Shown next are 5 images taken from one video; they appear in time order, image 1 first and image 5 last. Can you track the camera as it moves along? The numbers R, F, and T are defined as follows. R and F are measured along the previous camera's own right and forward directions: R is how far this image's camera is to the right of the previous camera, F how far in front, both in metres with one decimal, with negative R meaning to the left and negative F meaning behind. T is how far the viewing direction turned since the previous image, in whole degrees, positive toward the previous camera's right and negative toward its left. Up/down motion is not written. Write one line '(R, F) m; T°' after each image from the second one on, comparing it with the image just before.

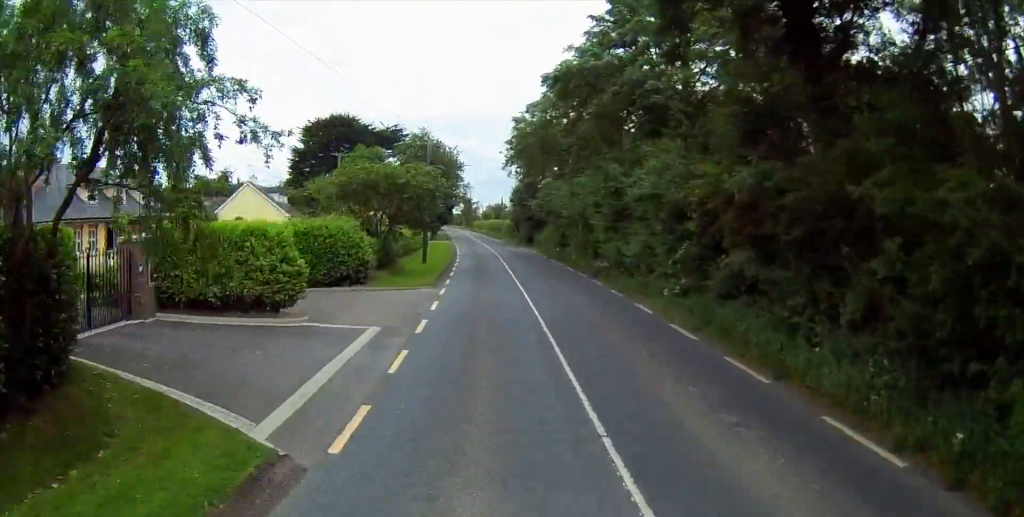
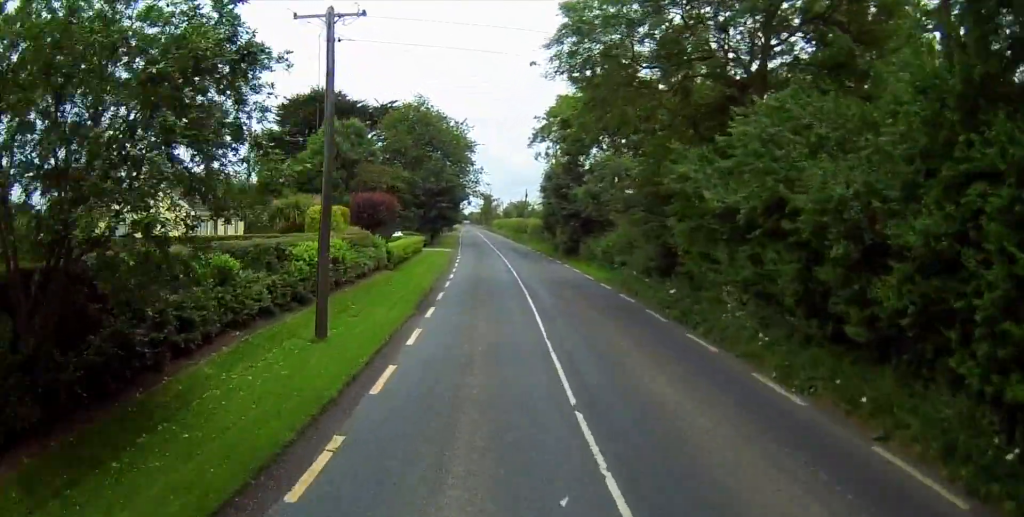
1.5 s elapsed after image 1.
(-0.4, +24.5) m; -2°
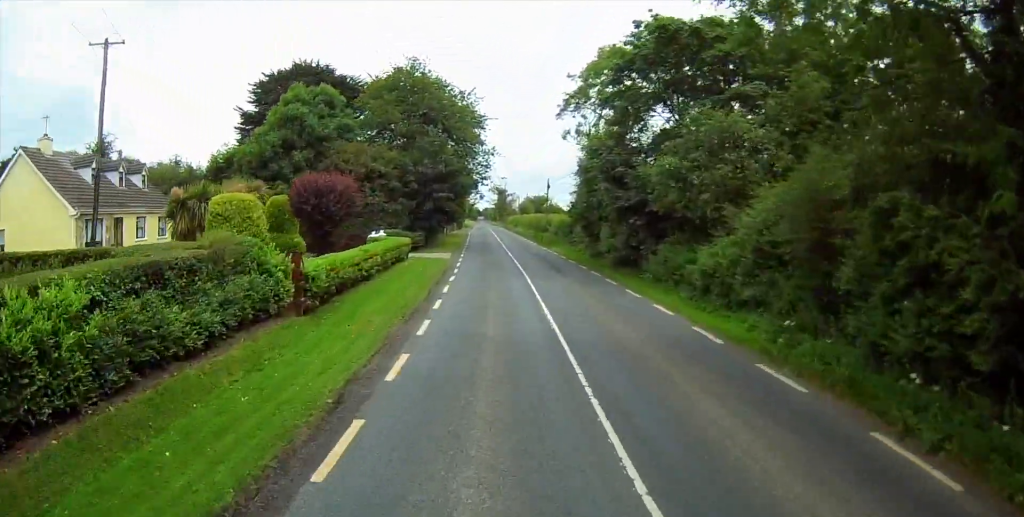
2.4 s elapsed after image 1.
(-0.1, +15.2) m; -1°
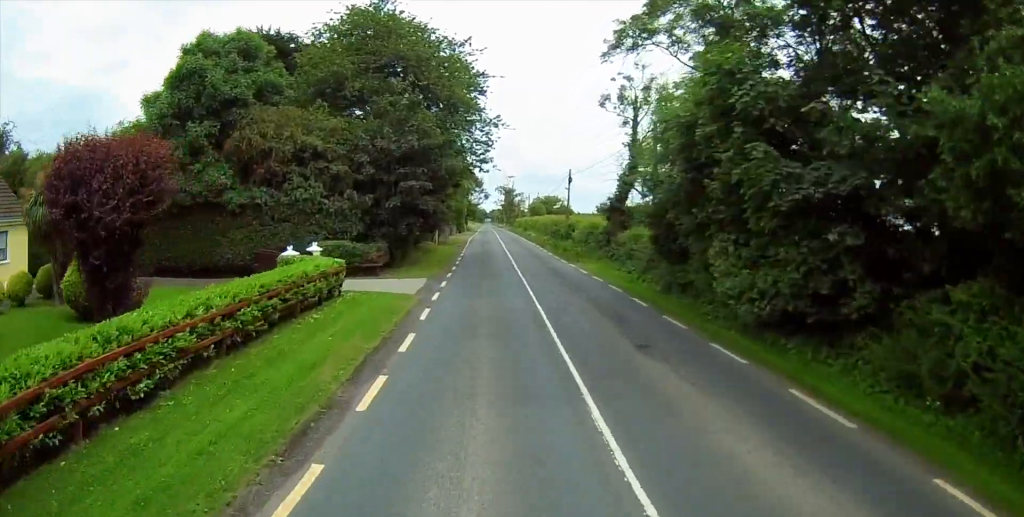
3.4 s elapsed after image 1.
(-0.1, +17.0) m; -2°
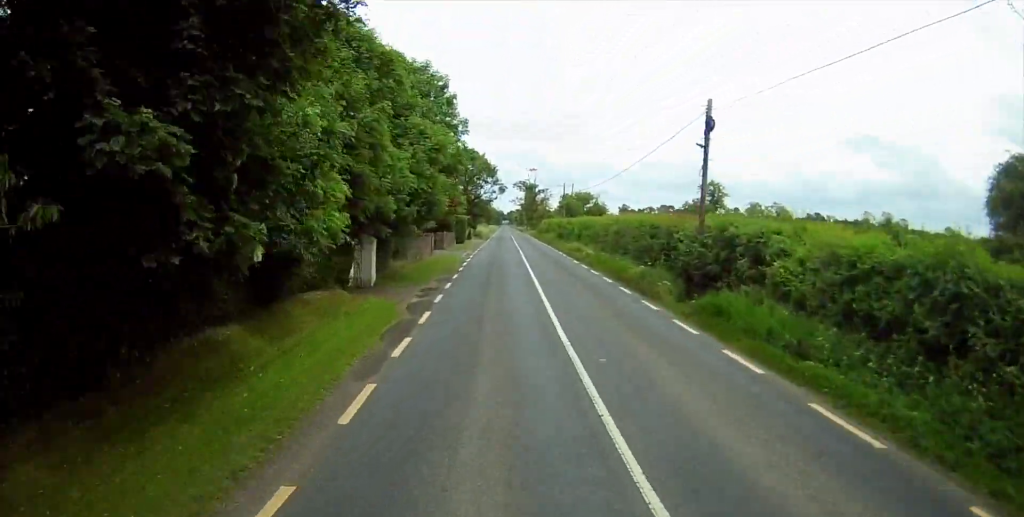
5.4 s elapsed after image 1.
(-0.2, +35.7) m; 0°
